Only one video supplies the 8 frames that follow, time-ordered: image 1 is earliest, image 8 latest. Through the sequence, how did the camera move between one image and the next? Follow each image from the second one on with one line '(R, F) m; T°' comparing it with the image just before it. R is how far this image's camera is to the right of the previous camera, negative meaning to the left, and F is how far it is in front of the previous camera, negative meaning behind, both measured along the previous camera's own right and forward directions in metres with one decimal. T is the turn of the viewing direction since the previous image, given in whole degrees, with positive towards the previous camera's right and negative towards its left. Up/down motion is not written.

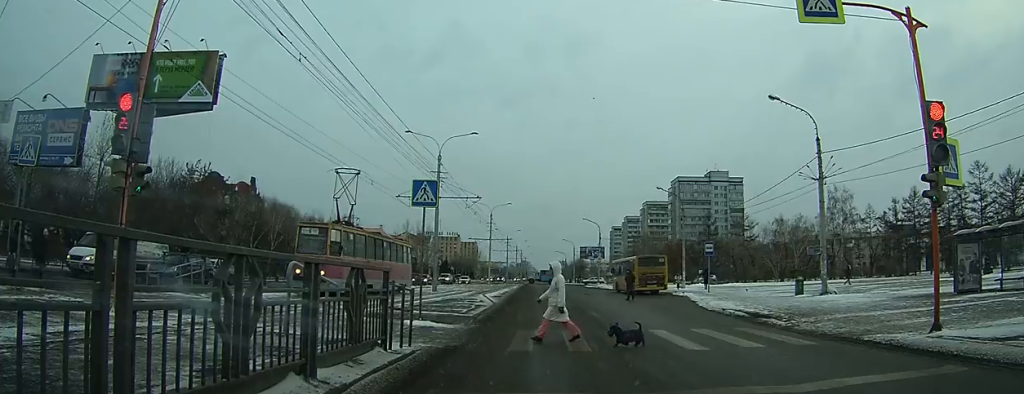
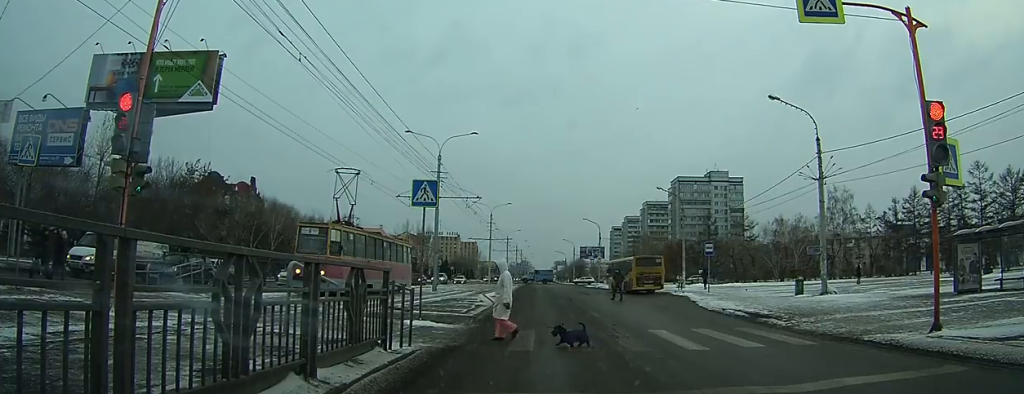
(0.0, -0.2) m; 0°
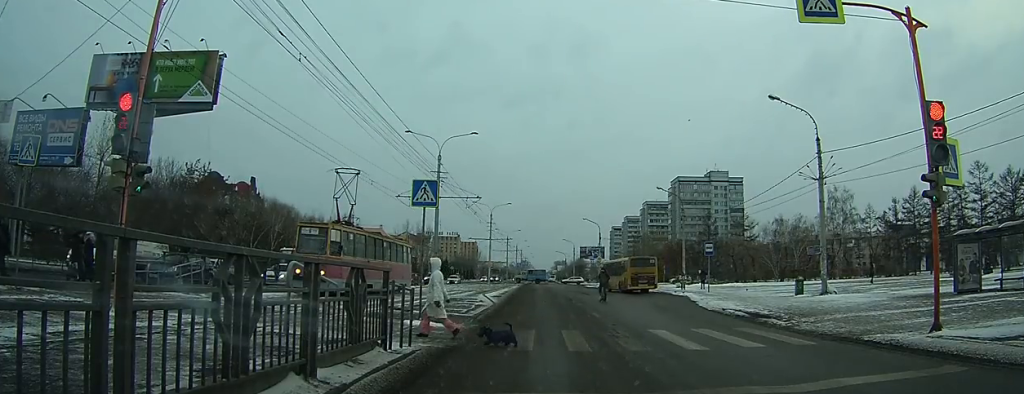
(+0.1, -0.2) m; 0°
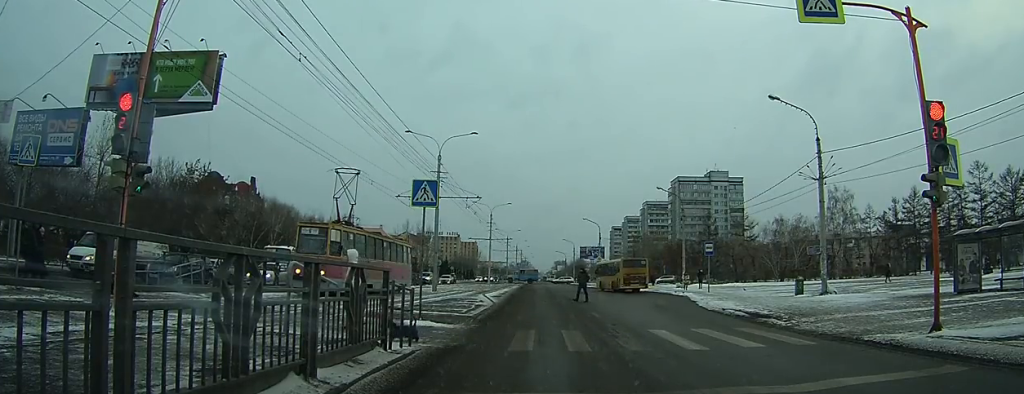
(+0.1, +0.1) m; 0°
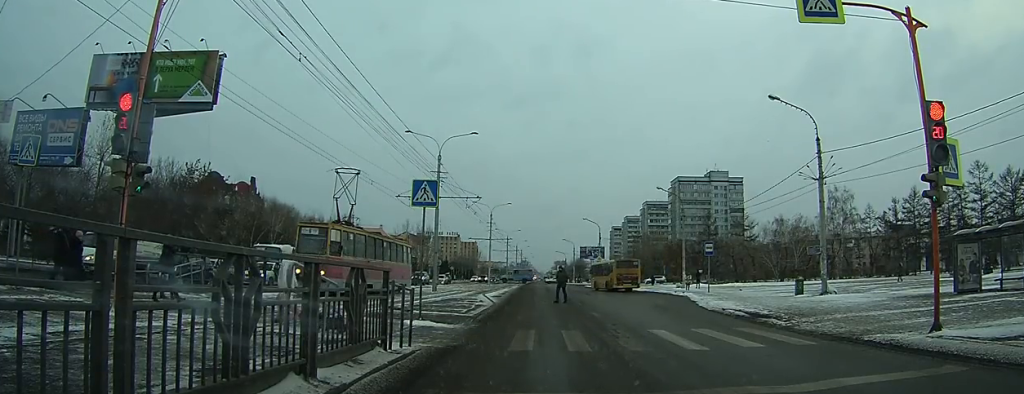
(+0.1, +0.1) m; 0°
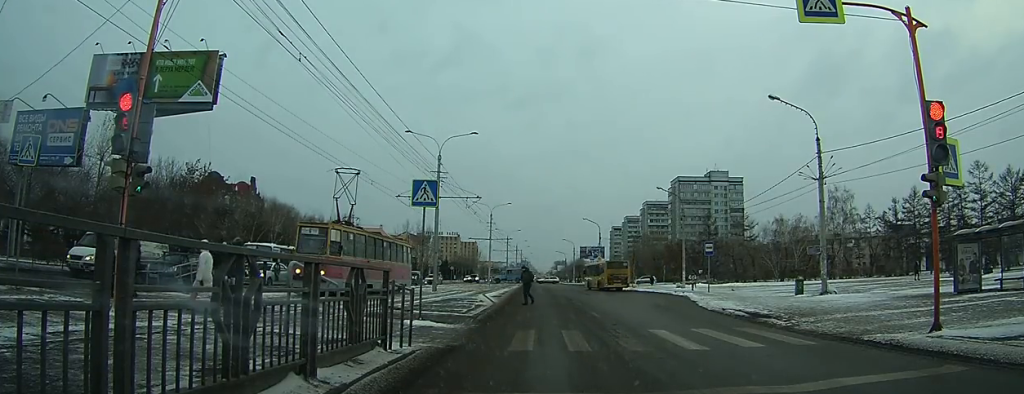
(0.0, +0.2) m; 0°
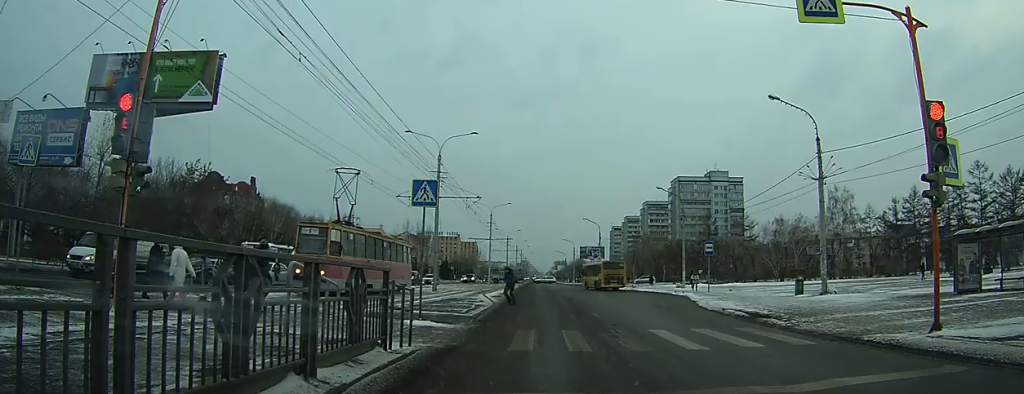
(0.0, 0.0) m; 0°
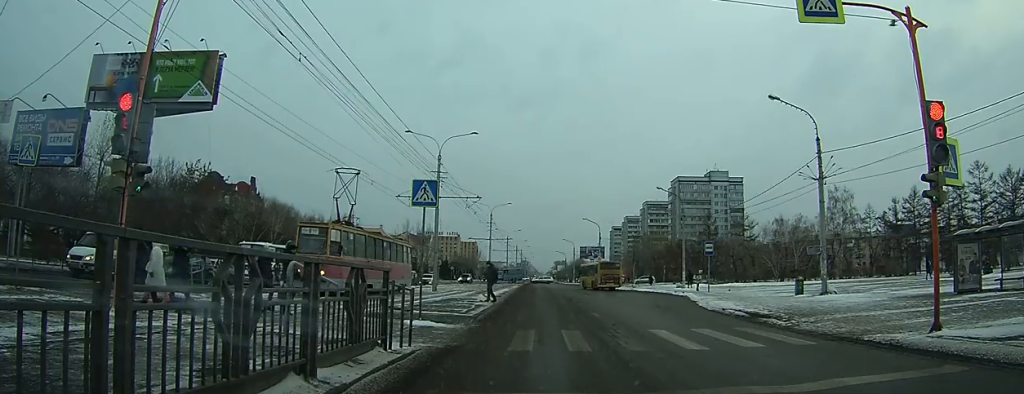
(0.0, 0.0) m; 0°
